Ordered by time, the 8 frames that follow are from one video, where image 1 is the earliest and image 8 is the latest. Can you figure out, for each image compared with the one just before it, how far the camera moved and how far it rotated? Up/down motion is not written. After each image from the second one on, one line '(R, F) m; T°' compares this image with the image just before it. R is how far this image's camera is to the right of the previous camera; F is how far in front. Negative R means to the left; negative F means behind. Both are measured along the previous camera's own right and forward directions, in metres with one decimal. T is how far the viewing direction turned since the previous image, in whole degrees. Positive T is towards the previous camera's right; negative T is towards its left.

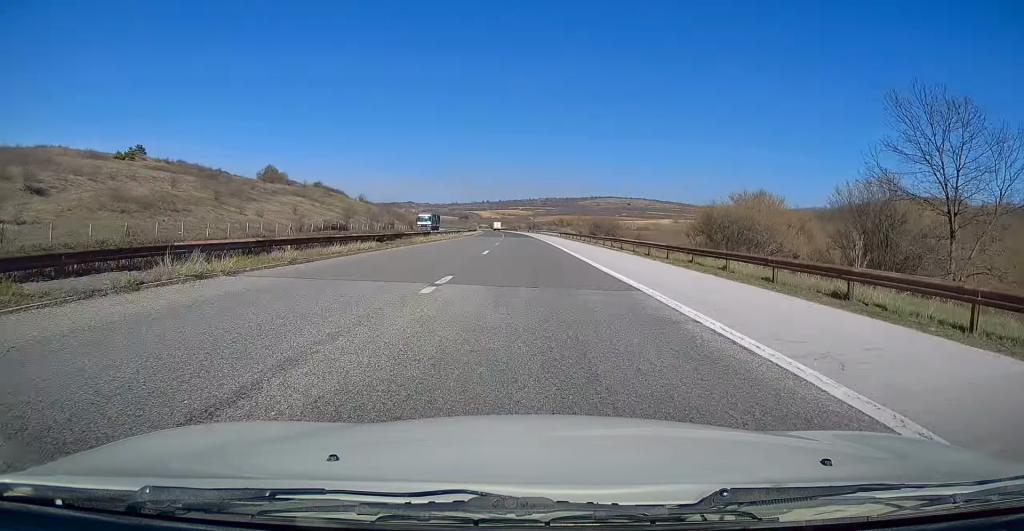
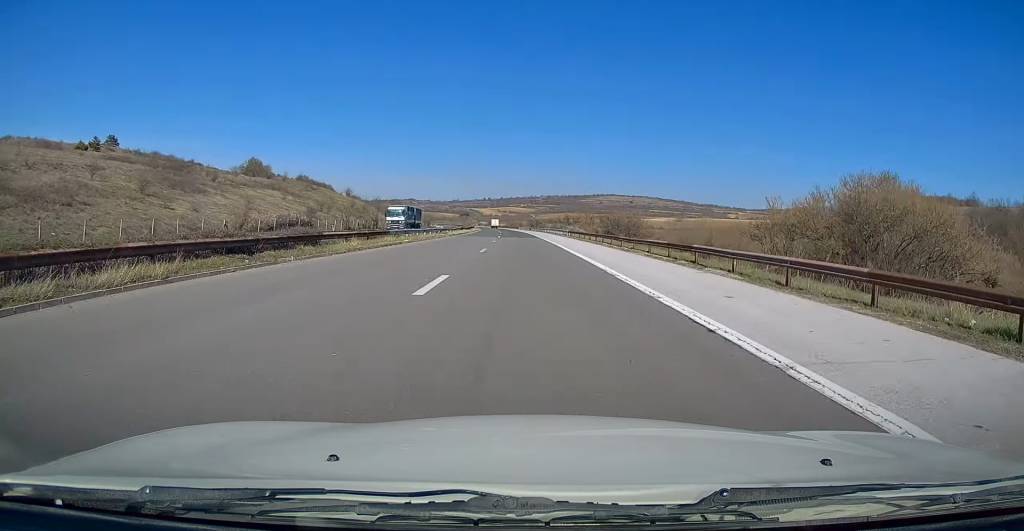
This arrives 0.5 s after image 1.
(-0.1, +16.3) m; -1°
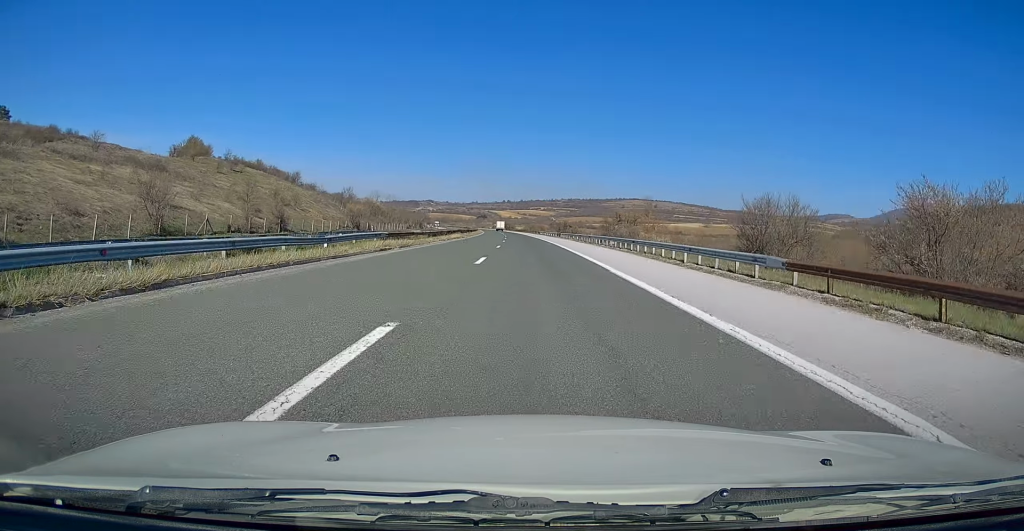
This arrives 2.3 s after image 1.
(-0.7, +55.0) m; -1°
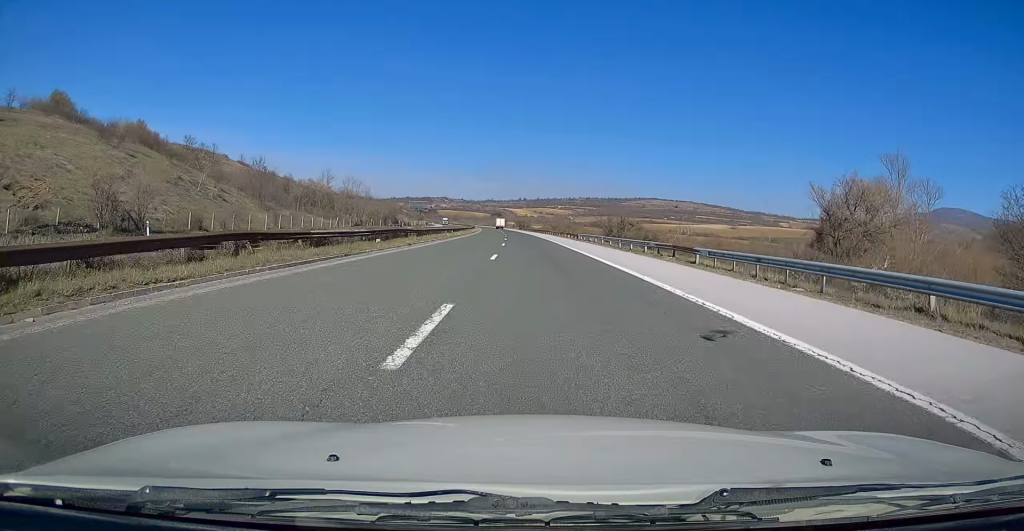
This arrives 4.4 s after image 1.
(-1.0, +62.3) m; -1°
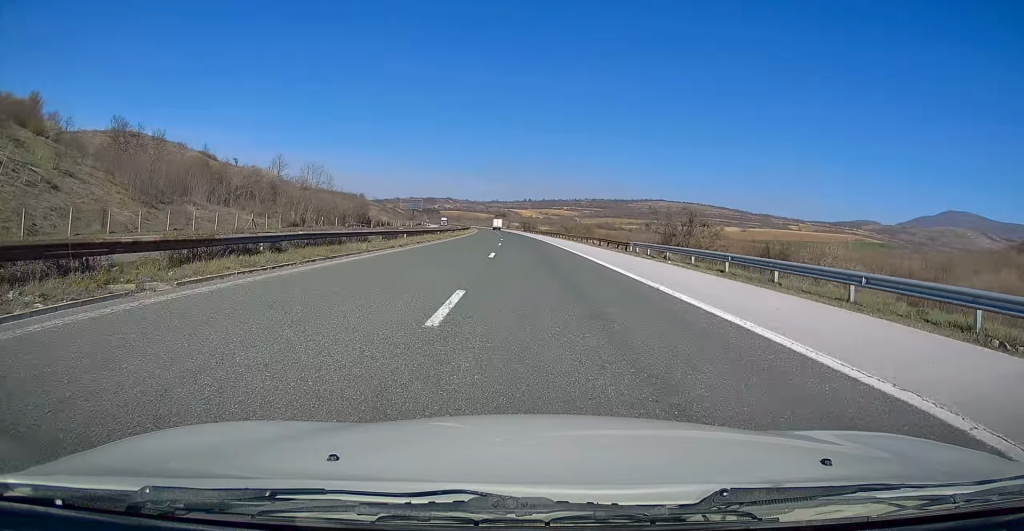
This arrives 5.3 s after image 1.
(+0.1, +29.8) m; -1°
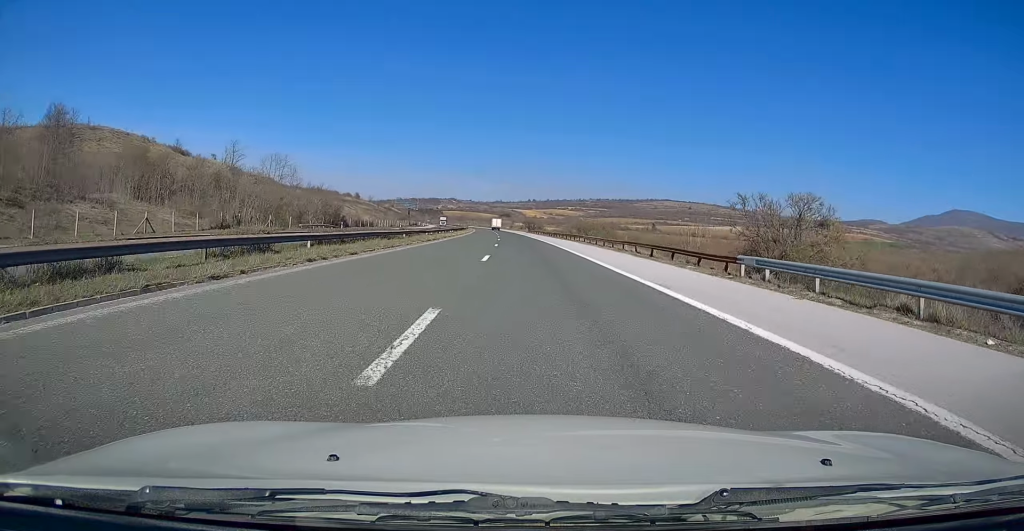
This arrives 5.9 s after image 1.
(-0.3, +18.6) m; 0°
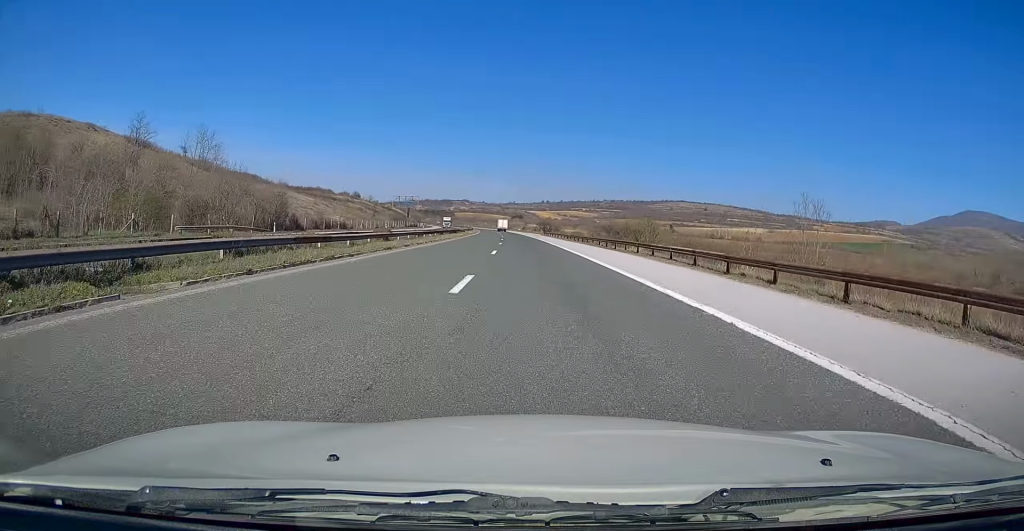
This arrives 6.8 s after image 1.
(-0.1, +25.8) m; -1°
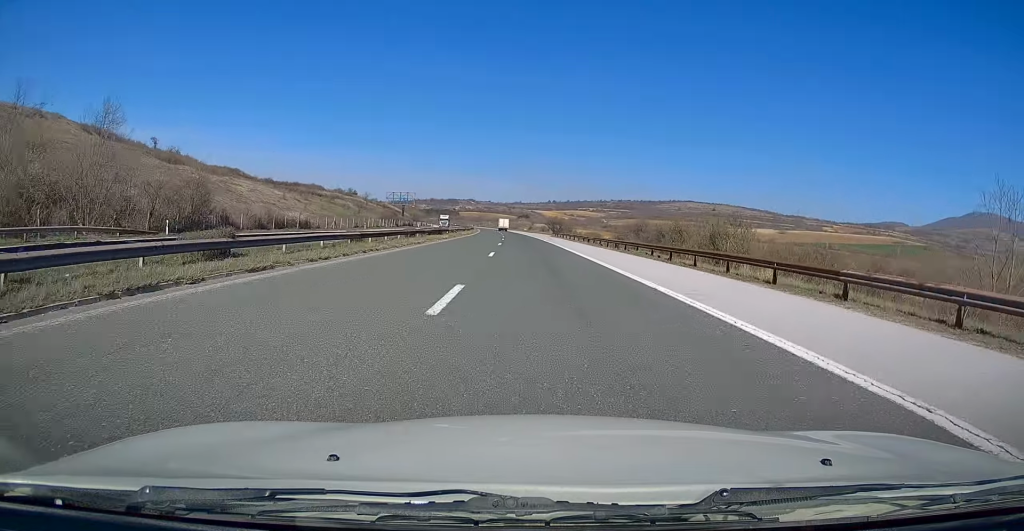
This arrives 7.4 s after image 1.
(+0.1, +18.6) m; -1°
